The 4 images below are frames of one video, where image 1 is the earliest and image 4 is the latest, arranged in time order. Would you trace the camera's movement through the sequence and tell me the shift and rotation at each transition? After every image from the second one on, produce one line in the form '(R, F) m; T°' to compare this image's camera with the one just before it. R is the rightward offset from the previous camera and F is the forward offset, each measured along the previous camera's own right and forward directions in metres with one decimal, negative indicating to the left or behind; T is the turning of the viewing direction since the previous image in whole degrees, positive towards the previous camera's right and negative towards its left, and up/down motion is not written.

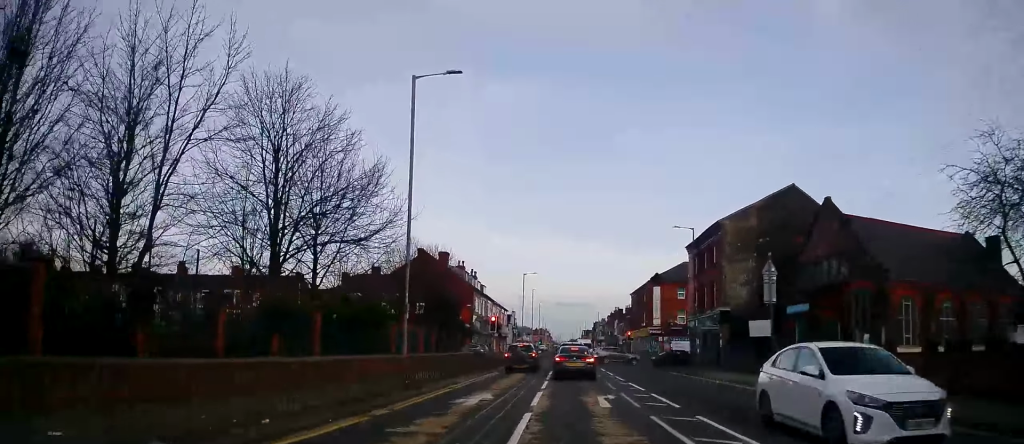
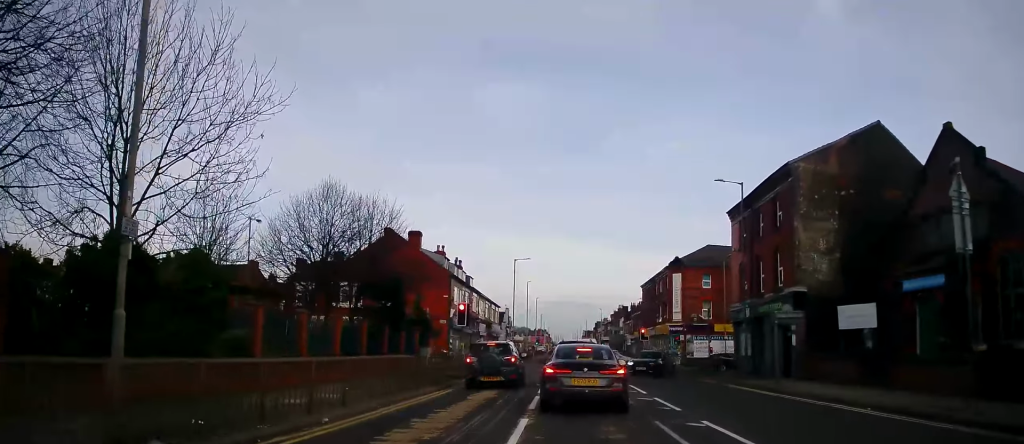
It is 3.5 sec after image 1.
(-1.2, +13.9) m; +3°
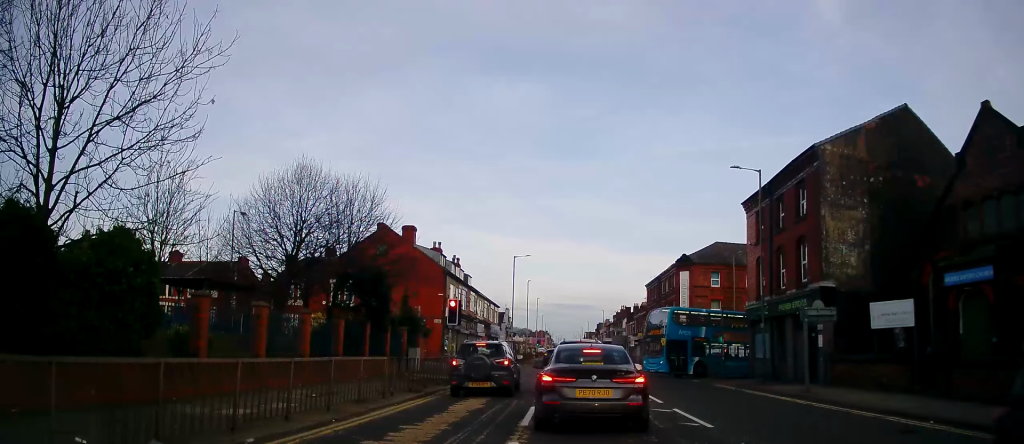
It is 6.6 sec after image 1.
(-0.1, +3.4) m; -3°
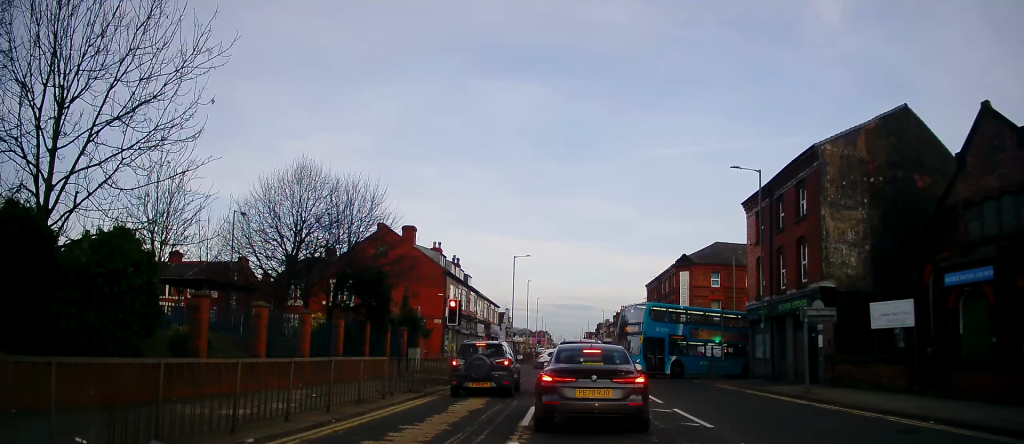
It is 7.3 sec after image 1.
(0.0, 0.0) m; 0°
